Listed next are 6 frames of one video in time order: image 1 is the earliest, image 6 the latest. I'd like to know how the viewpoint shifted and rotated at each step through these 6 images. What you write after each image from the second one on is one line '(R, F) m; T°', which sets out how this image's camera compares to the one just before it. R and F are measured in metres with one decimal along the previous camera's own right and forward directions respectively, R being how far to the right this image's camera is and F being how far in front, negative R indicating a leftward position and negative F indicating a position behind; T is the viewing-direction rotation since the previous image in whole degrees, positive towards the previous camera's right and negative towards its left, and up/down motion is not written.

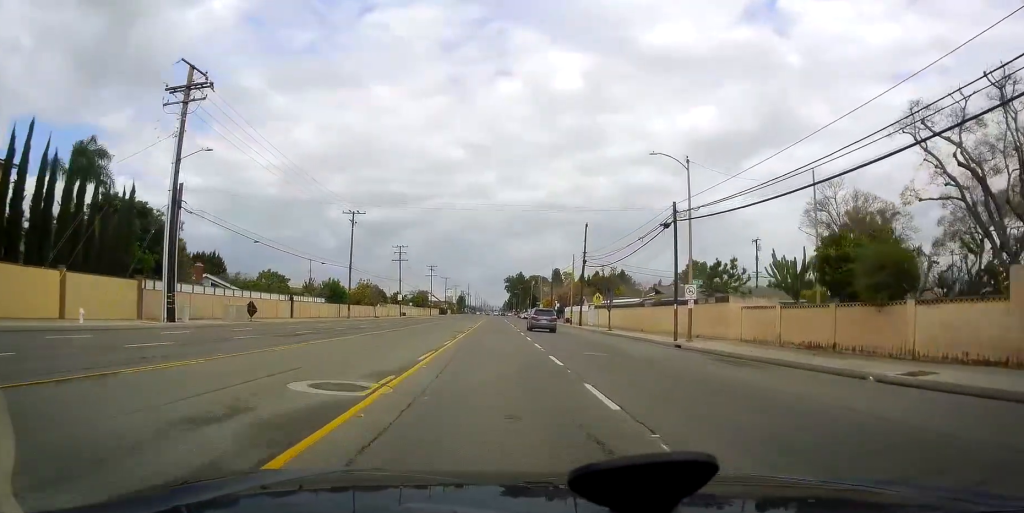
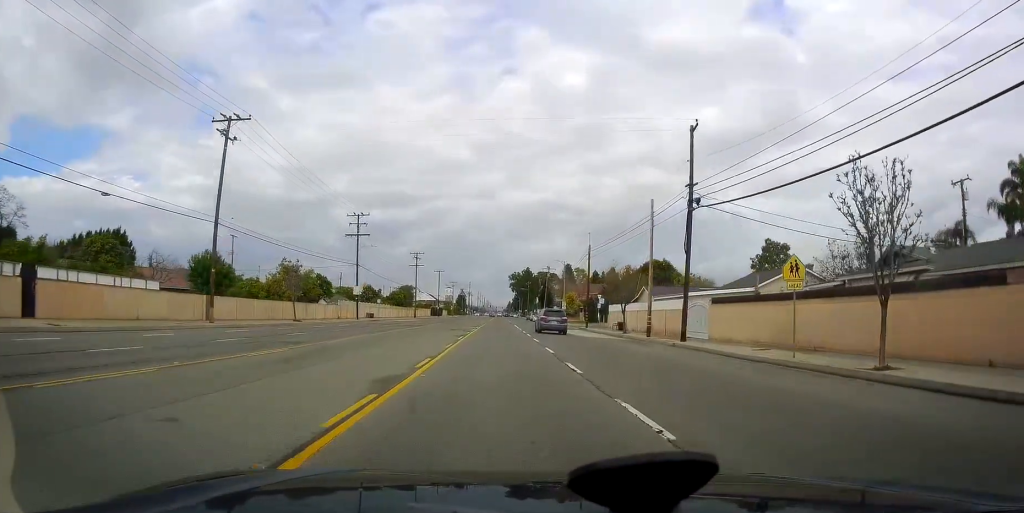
(0.0, +38.8) m; 0°
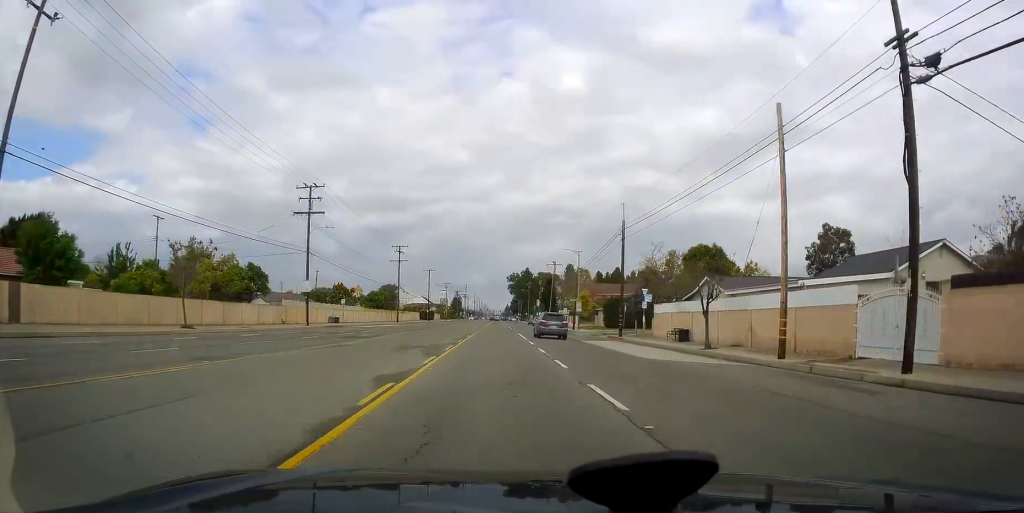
(0.0, +20.1) m; 0°
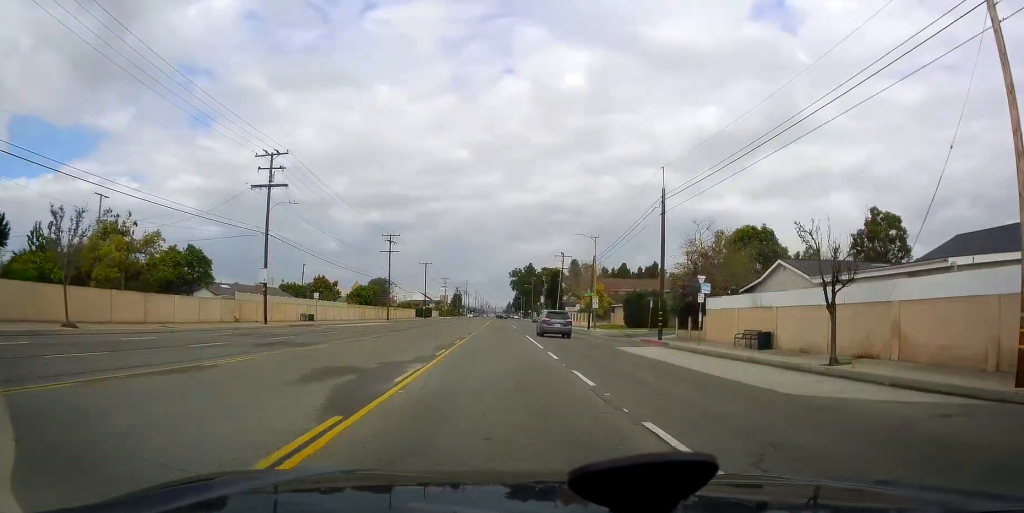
(0.0, +11.4) m; 0°
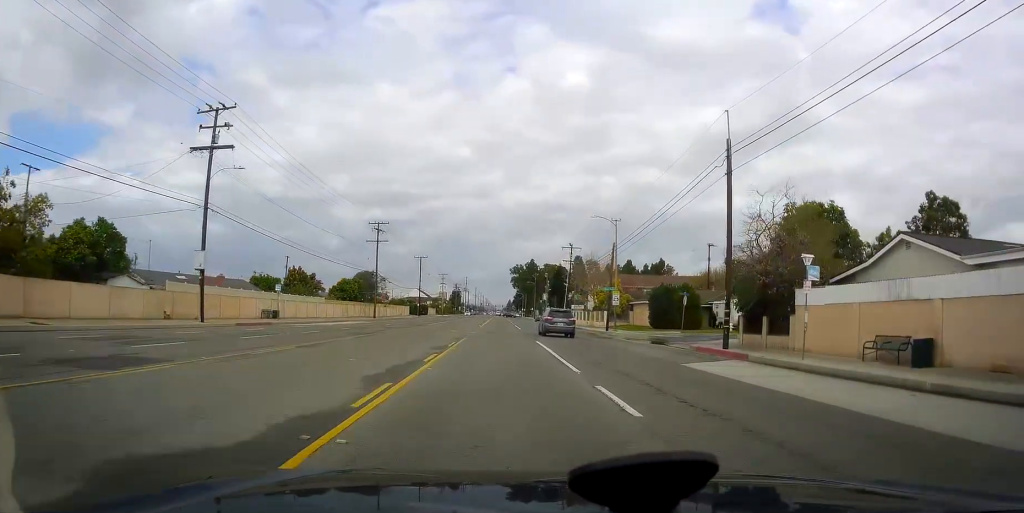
(0.0, +11.0) m; -1°
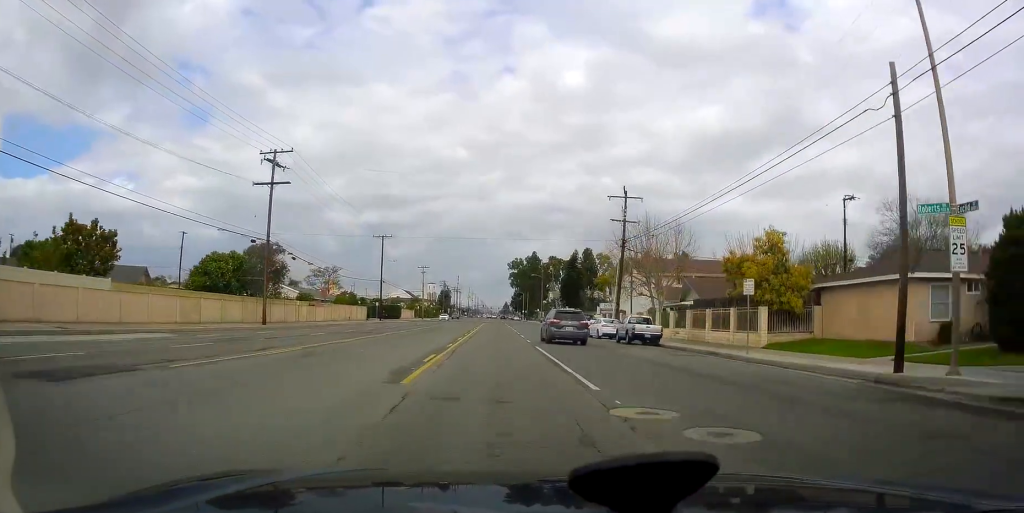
(-0.8, +41.9) m; +1°
